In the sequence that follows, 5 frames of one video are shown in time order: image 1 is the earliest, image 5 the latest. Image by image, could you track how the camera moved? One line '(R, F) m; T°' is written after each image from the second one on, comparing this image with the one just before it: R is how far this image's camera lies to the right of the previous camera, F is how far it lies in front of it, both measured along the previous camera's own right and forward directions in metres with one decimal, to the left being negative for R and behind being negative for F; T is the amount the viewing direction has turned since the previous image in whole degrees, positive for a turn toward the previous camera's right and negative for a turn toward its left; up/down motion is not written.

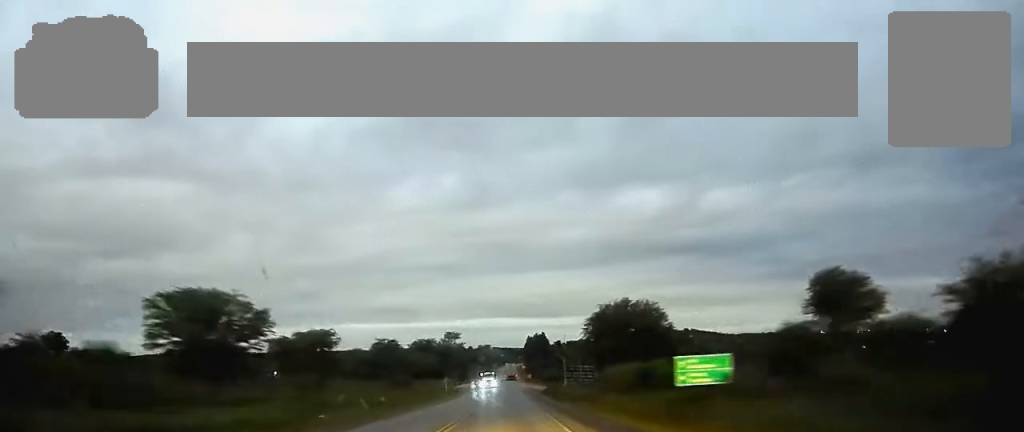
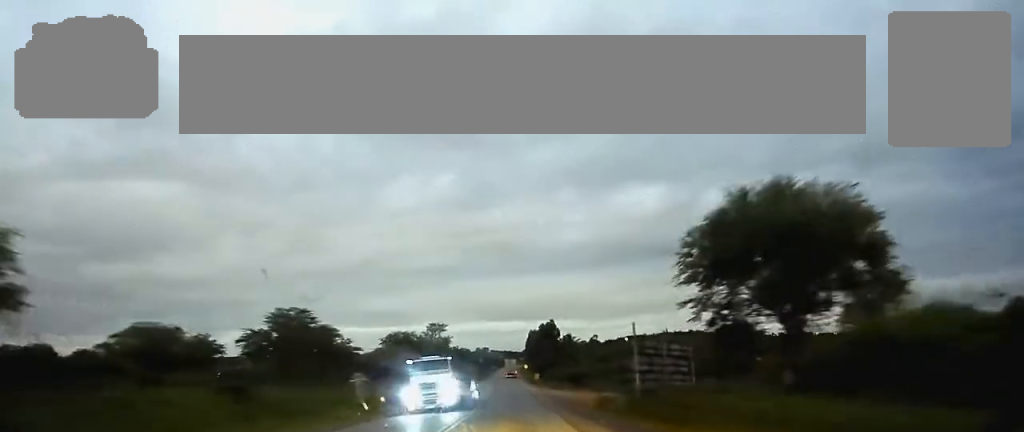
(+0.1, +52.3) m; 0°
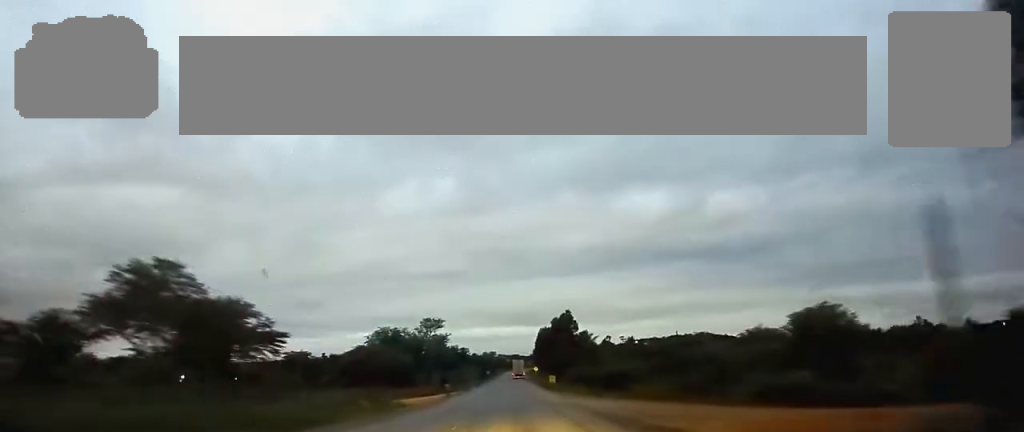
(-0.1, +29.7) m; 0°
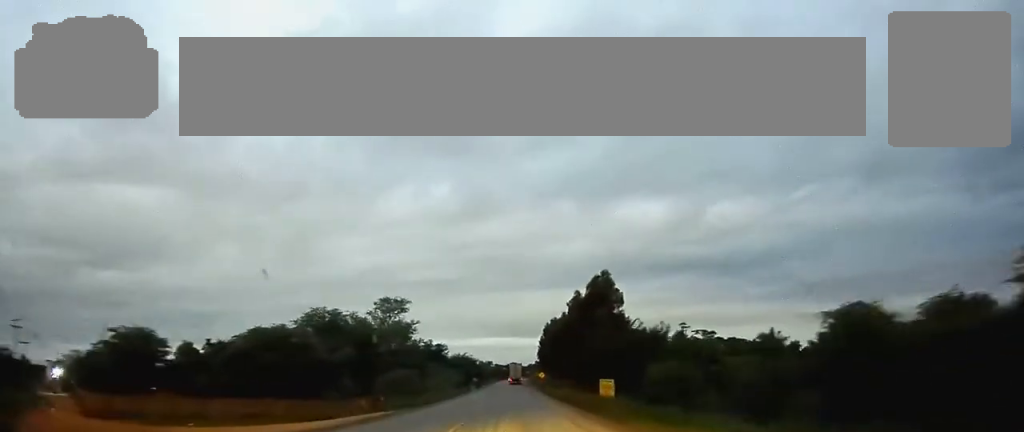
(-0.2, +57.9) m; 0°
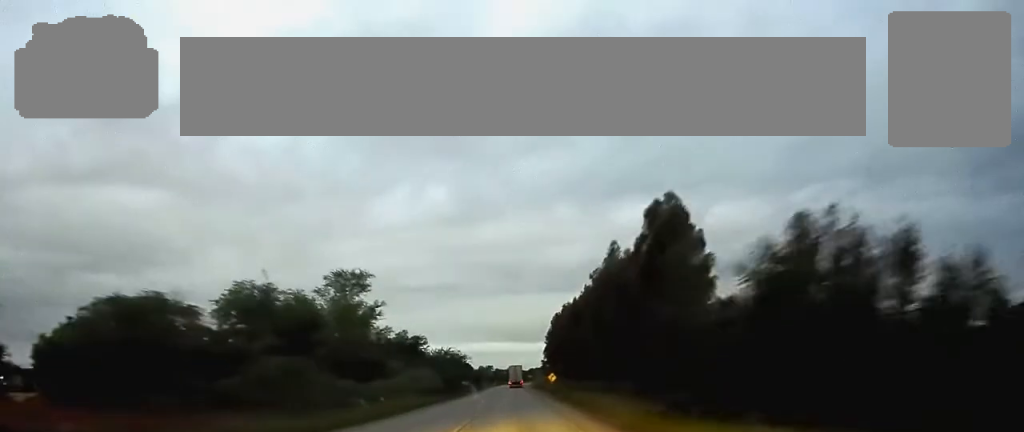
(0.0, +34.0) m; 0°
